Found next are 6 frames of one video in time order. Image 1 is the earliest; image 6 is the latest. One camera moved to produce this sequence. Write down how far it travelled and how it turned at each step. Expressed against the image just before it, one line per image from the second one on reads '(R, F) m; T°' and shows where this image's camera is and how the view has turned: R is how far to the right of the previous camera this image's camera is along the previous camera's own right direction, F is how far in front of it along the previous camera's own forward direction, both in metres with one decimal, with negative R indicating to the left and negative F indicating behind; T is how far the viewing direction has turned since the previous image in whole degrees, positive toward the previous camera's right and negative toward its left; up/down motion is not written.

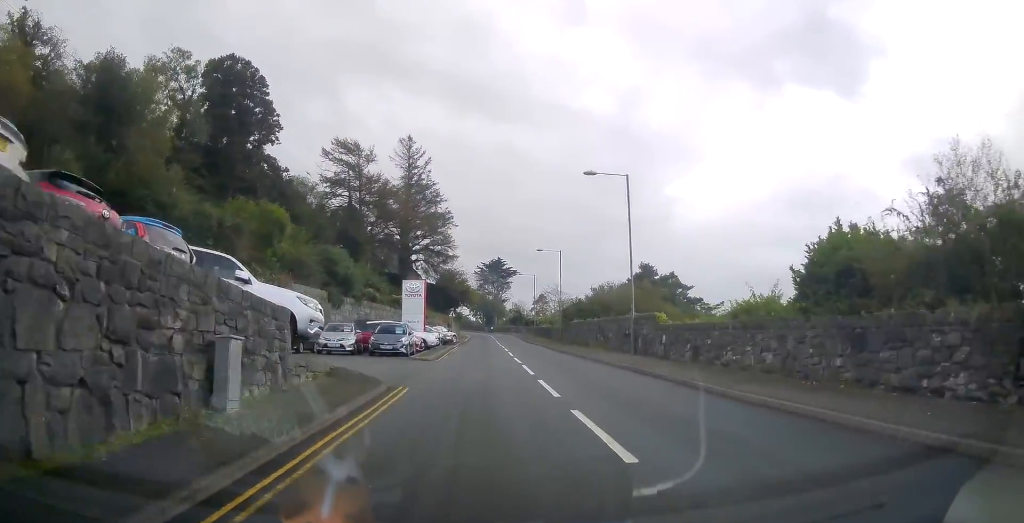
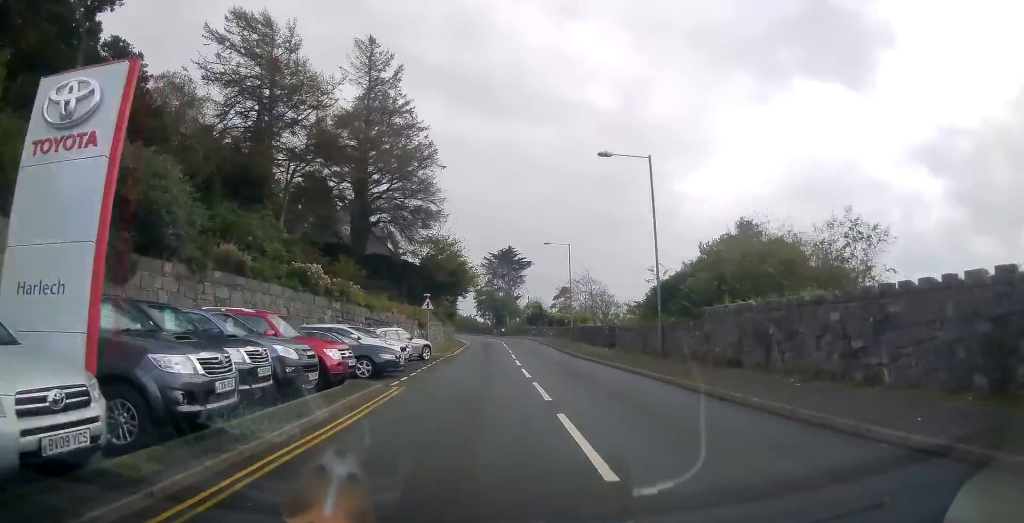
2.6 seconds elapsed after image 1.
(+0.3, +30.3) m; +1°
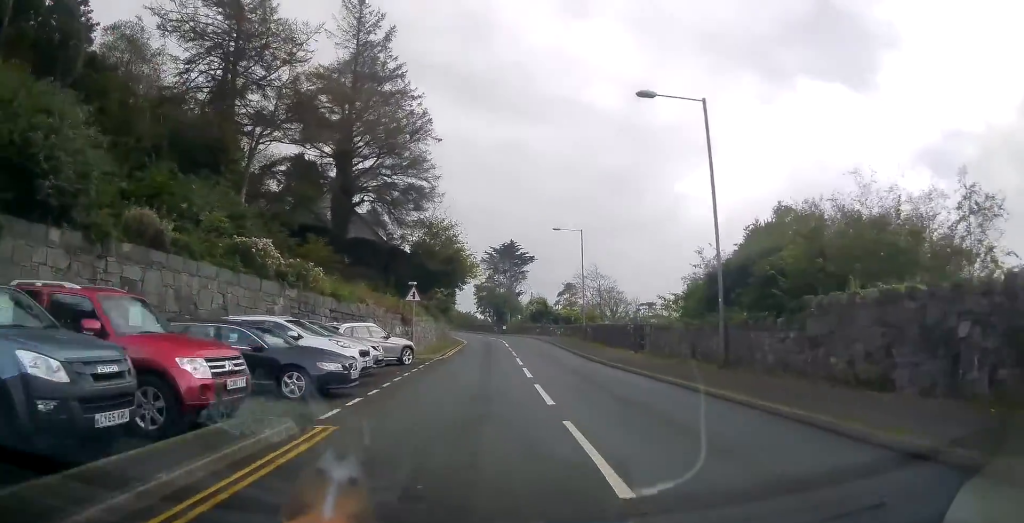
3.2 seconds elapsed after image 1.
(0.0, +6.6) m; 0°
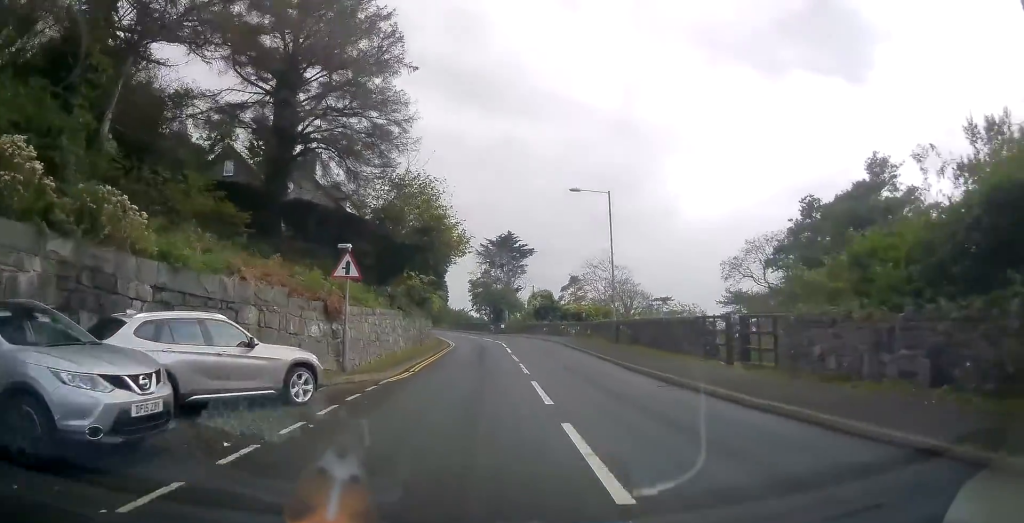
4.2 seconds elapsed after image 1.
(-0.1, +12.4) m; 0°
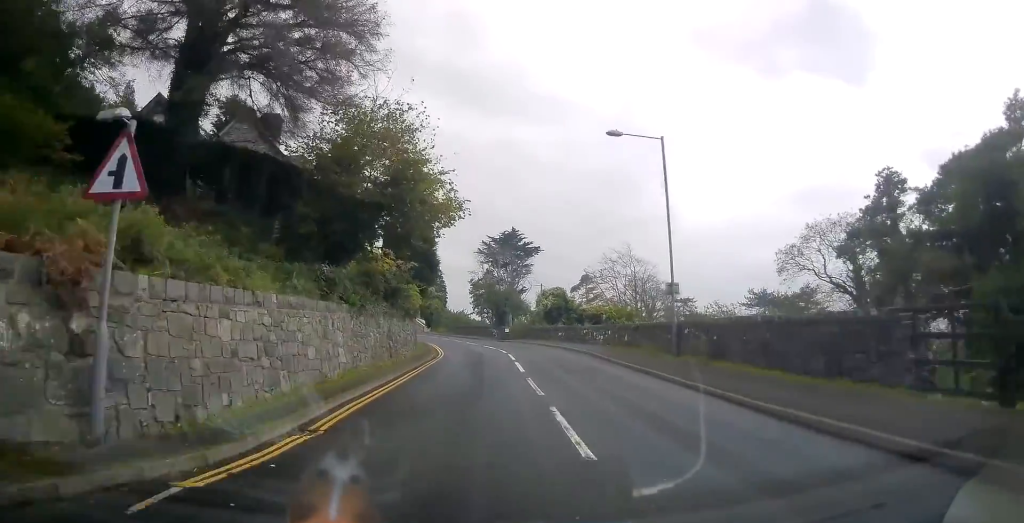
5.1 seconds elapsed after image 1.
(0.0, +10.4) m; -1°
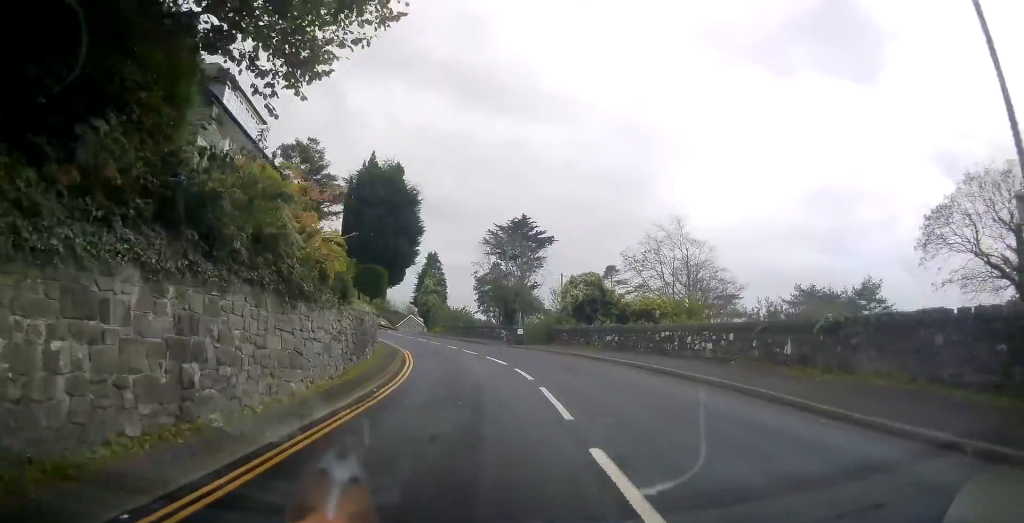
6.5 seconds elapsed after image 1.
(-0.1, +15.5) m; -1°
